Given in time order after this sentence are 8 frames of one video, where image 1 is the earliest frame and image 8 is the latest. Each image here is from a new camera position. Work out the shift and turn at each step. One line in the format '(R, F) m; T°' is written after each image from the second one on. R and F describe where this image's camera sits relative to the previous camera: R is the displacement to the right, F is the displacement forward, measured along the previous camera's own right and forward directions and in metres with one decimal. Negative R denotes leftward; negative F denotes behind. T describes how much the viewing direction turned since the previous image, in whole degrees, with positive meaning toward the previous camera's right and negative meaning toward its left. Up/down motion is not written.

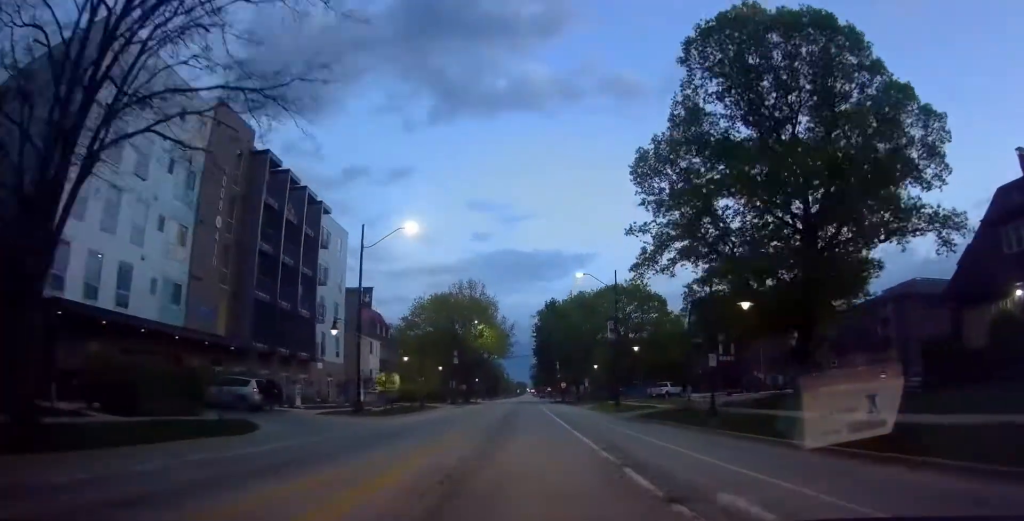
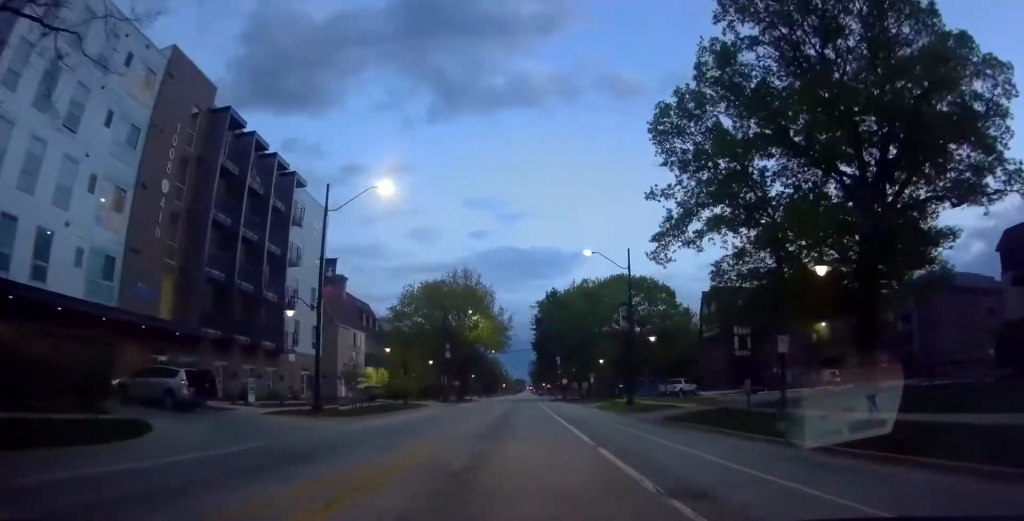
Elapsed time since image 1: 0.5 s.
(+0.2, +6.2) m; +1°
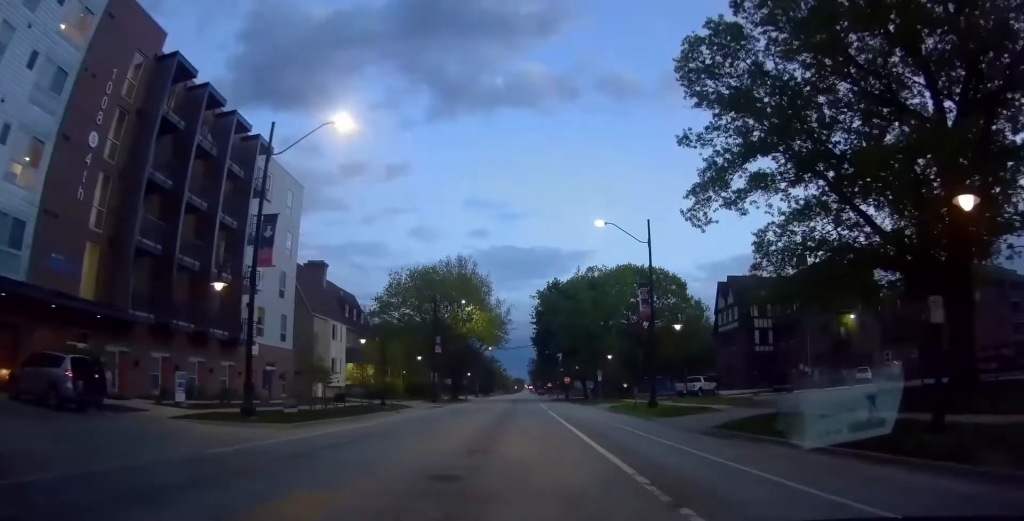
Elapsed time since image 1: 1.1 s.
(+0.1, +6.6) m; +1°
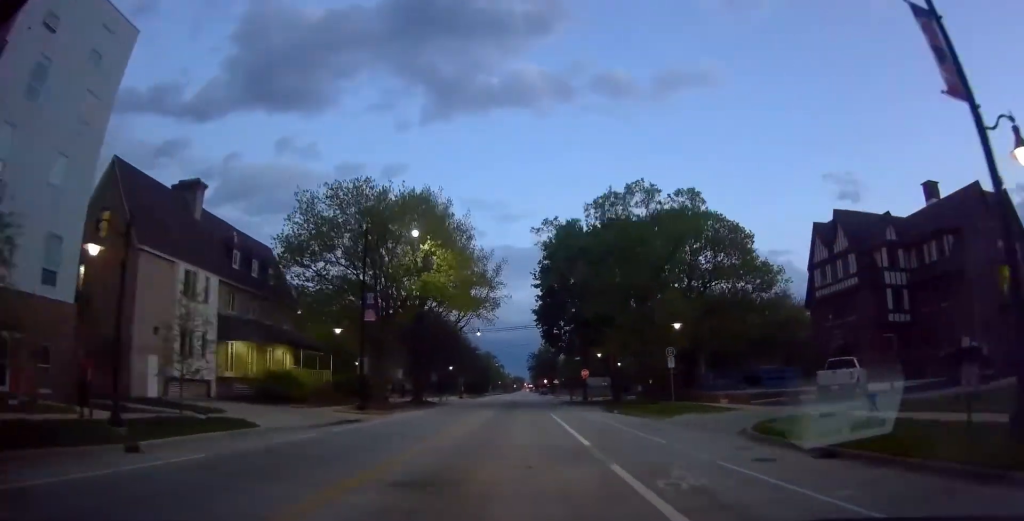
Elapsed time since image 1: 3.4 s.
(-0.6, +26.5) m; -4°
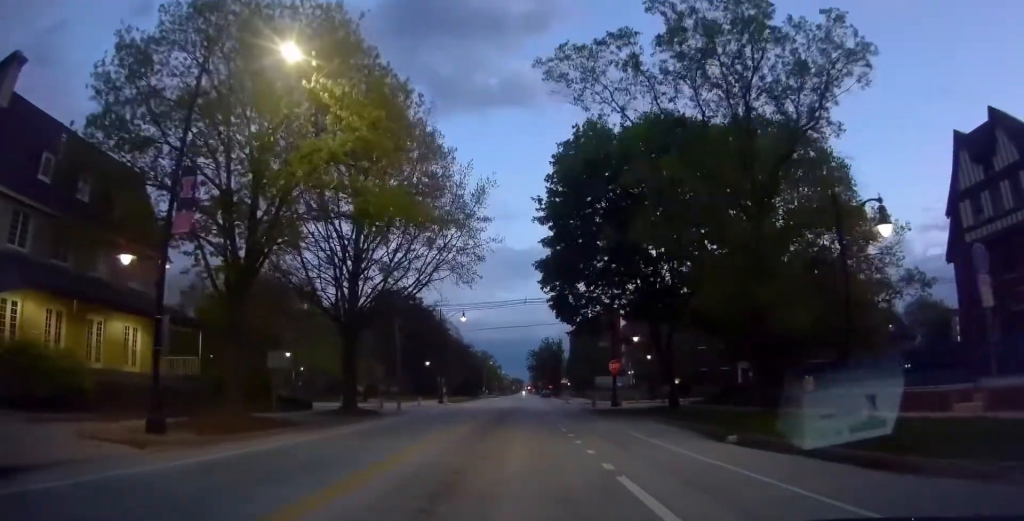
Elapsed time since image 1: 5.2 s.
(+0.3, +19.9) m; +3°
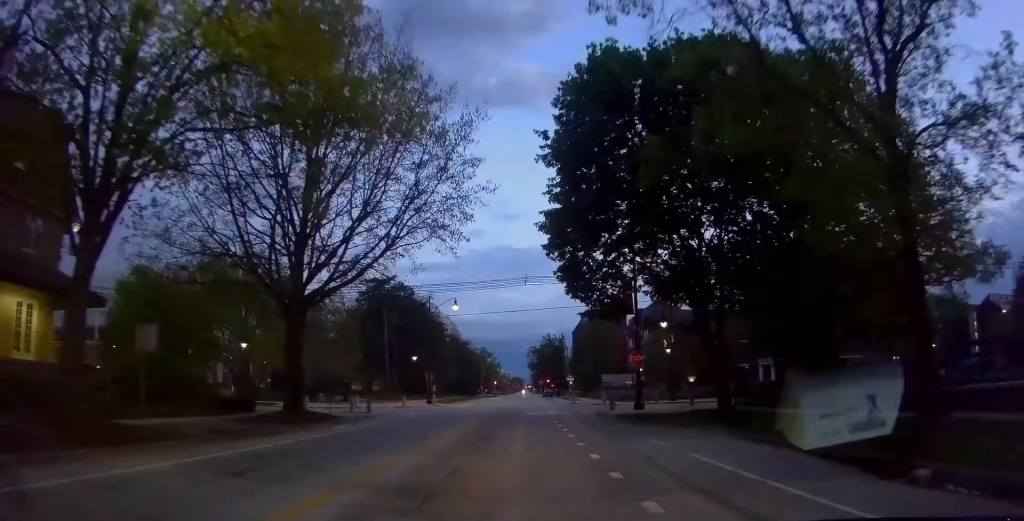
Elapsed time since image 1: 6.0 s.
(+0.1, +8.8) m; -4°
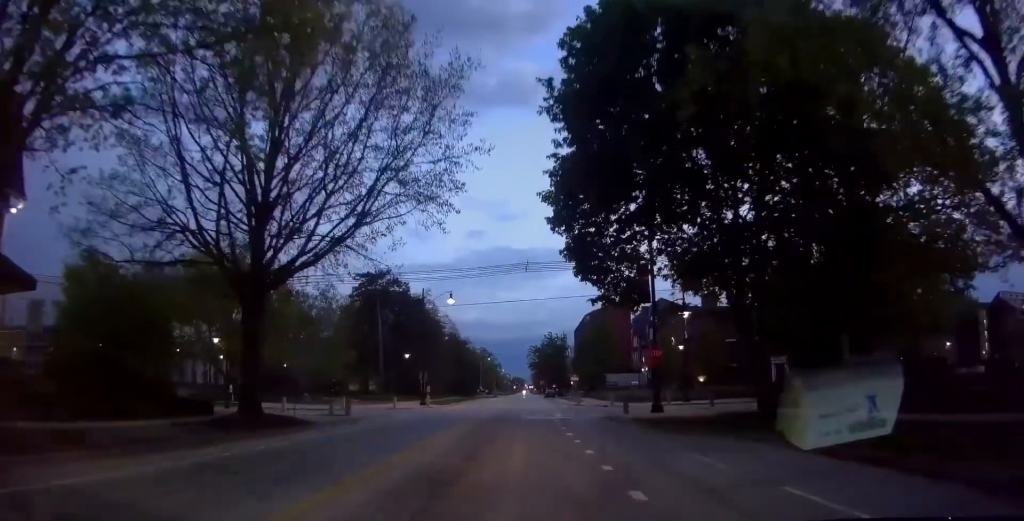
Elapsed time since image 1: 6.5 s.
(-0.4, +3.9) m; 0°
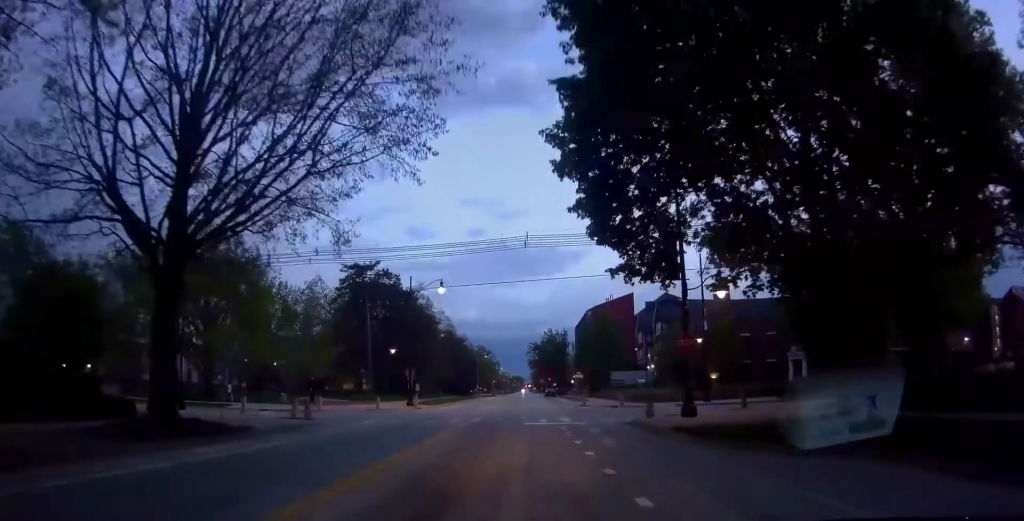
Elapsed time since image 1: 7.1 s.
(-0.3, +5.8) m; 0°
